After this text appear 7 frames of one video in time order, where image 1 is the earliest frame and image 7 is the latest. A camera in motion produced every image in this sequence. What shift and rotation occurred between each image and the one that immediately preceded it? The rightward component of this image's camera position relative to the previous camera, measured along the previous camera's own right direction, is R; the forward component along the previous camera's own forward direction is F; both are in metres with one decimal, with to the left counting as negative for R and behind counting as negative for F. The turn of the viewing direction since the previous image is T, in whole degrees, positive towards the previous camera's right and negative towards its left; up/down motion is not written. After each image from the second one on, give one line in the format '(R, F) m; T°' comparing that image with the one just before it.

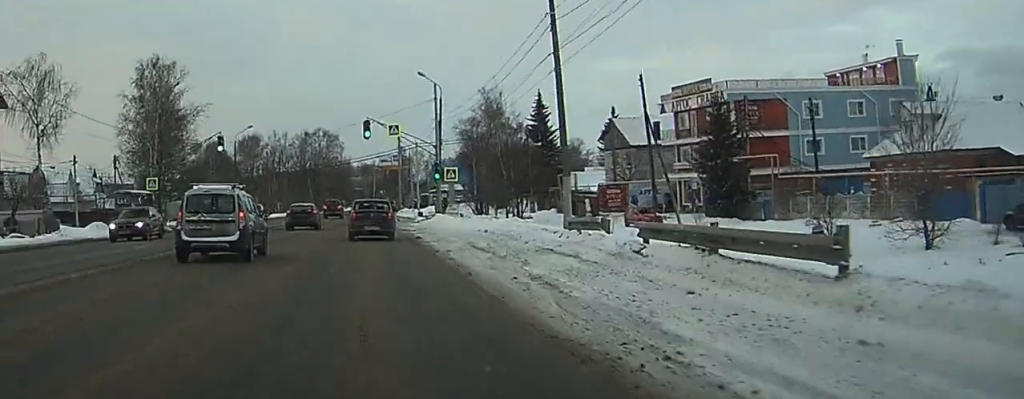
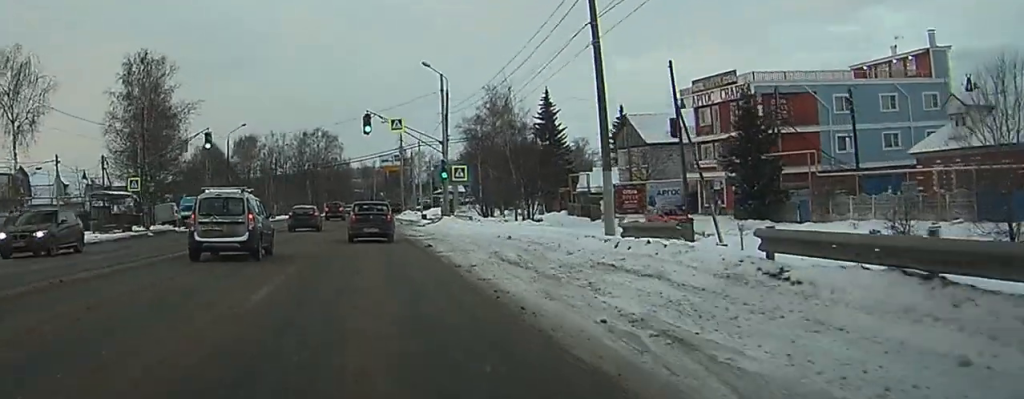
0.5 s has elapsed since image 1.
(-0.1, +5.0) m; 0°
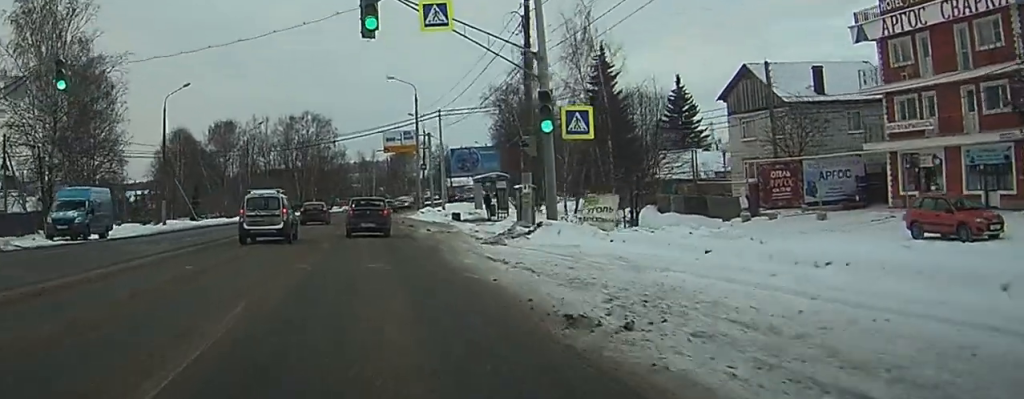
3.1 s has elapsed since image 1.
(+0.5, +27.9) m; +2°
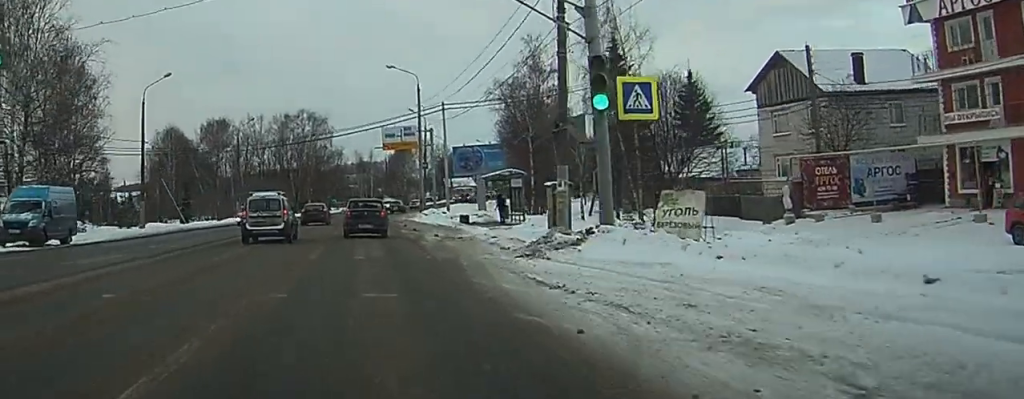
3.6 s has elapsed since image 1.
(0.0, +5.7) m; 0°
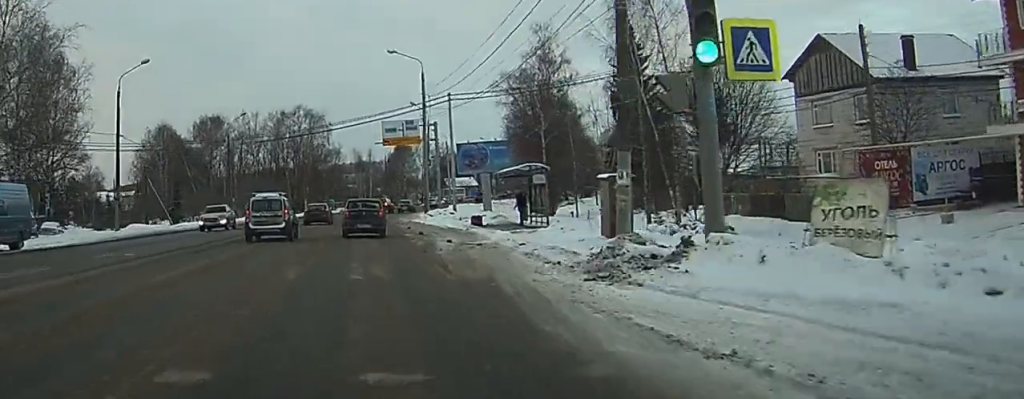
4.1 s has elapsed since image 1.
(0.0, +6.1) m; 0°
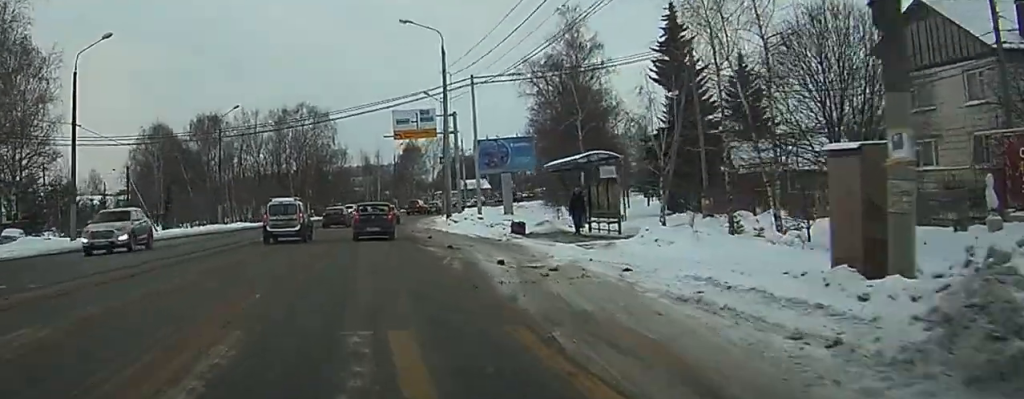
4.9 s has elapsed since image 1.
(0.0, +9.7) m; 0°
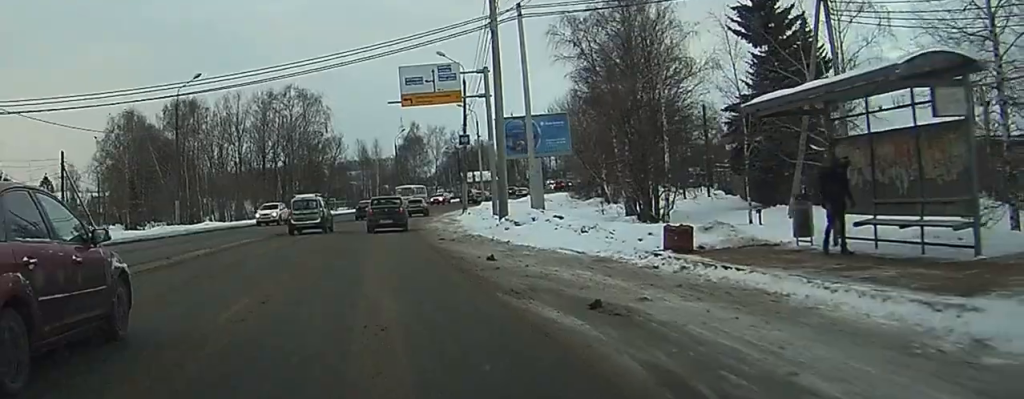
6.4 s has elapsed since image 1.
(-0.2, +17.7) m; -1°
